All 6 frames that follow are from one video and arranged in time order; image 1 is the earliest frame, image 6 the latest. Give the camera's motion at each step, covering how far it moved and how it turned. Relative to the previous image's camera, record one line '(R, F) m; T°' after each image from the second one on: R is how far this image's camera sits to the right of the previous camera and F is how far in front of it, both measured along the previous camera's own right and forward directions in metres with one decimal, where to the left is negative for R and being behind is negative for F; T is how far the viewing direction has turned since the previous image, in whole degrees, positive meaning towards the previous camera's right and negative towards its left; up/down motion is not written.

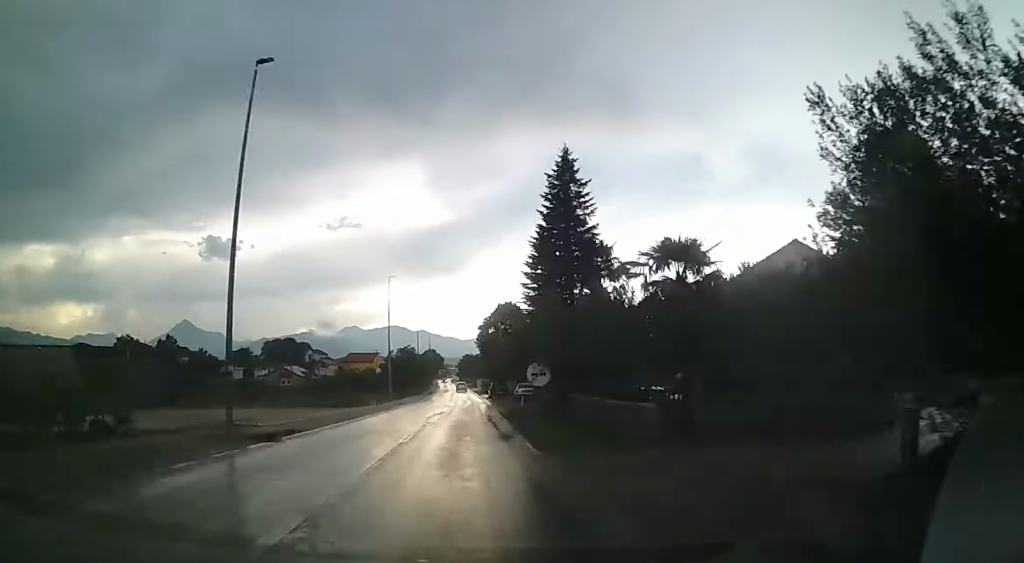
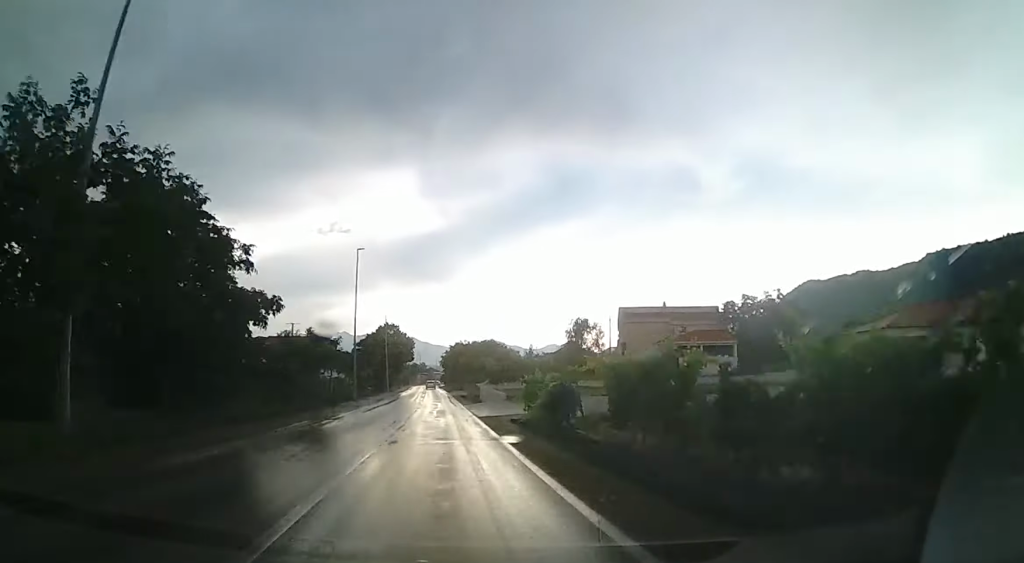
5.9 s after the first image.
(-4.6, +83.2) m; -4°
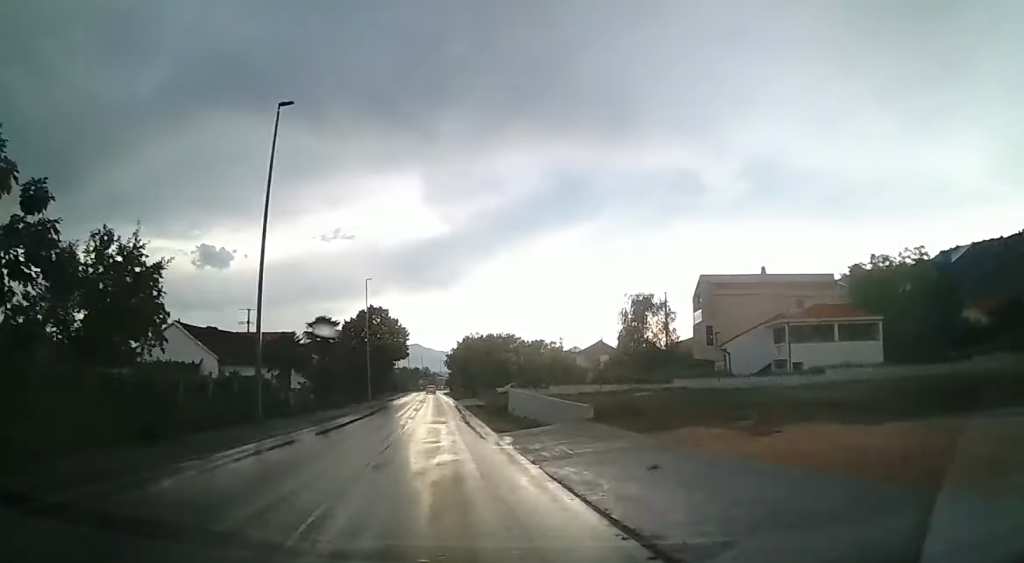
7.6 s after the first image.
(-0.1, +24.7) m; 0°
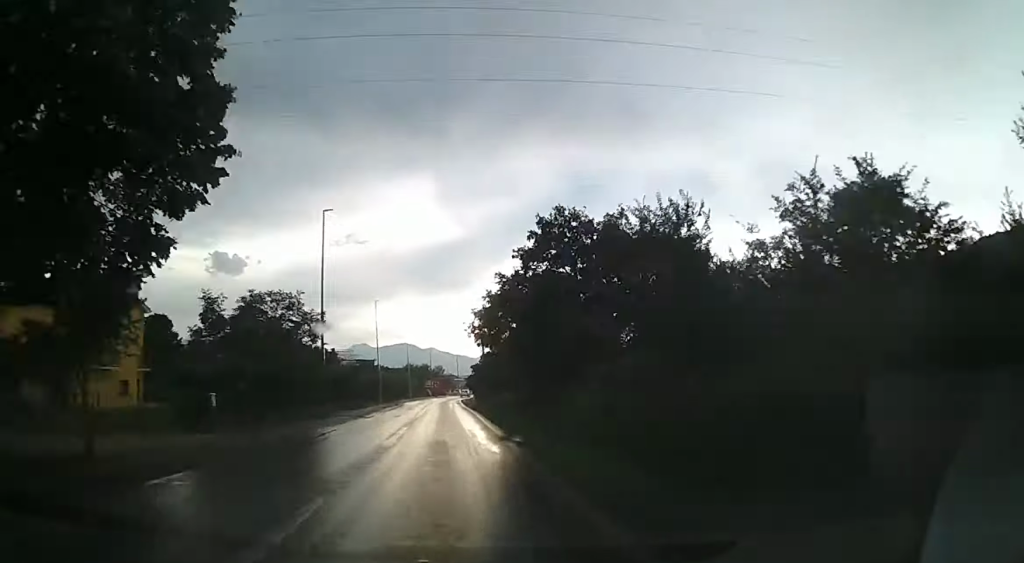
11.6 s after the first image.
(+0.3, +57.2) m; 0°
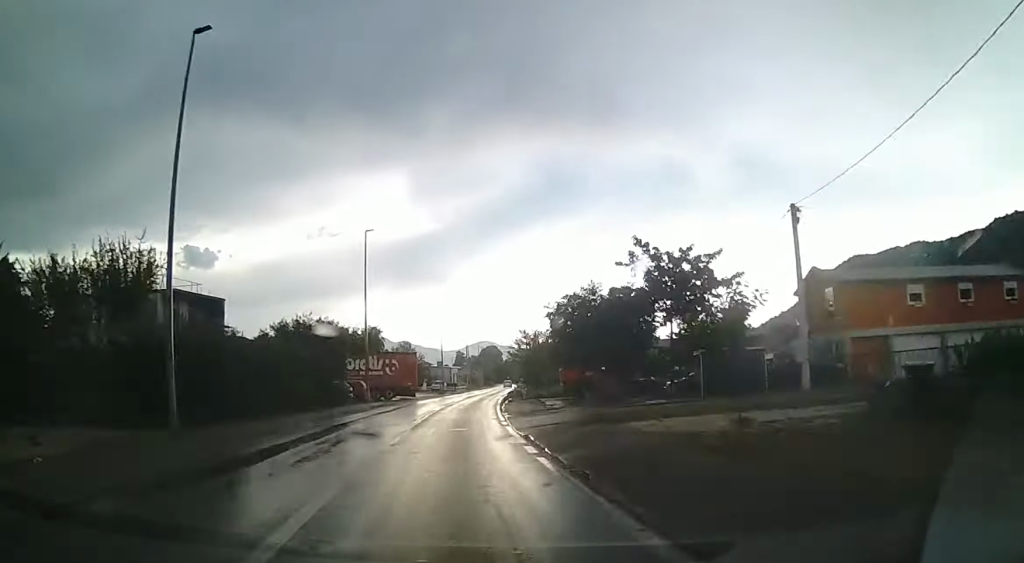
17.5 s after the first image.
(-0.8, +84.5) m; -5°
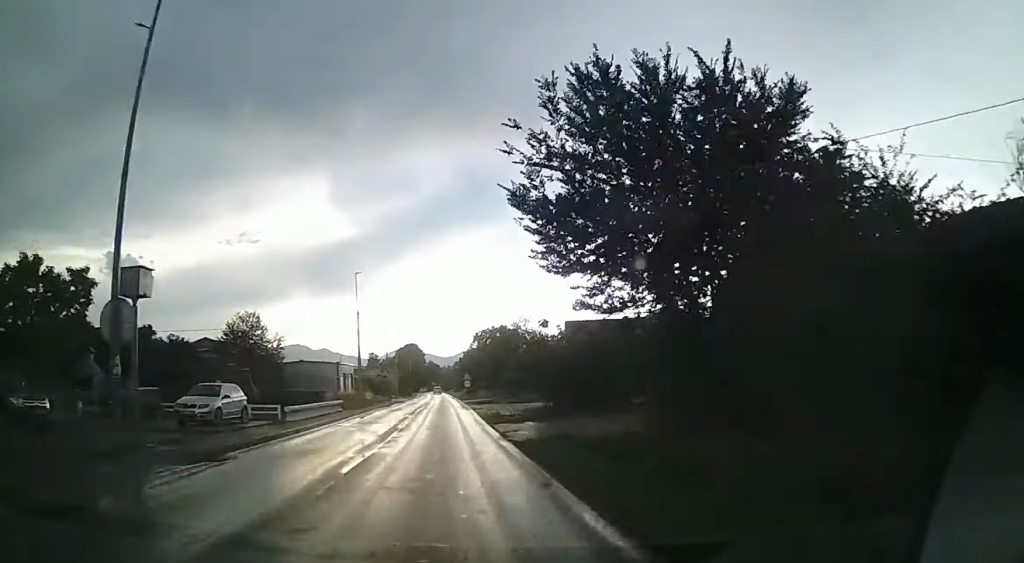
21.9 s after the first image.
(-3.8, +63.8) m; -4°
